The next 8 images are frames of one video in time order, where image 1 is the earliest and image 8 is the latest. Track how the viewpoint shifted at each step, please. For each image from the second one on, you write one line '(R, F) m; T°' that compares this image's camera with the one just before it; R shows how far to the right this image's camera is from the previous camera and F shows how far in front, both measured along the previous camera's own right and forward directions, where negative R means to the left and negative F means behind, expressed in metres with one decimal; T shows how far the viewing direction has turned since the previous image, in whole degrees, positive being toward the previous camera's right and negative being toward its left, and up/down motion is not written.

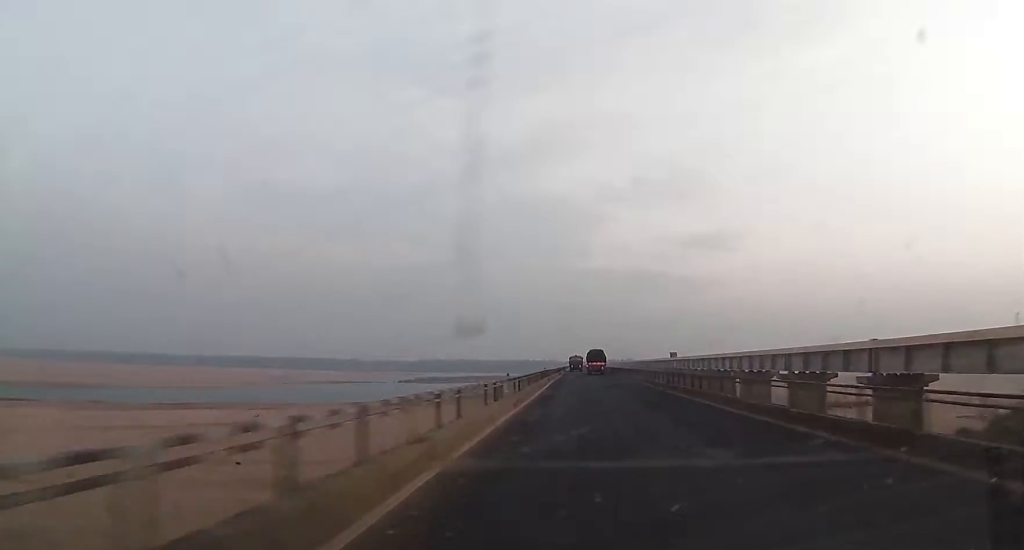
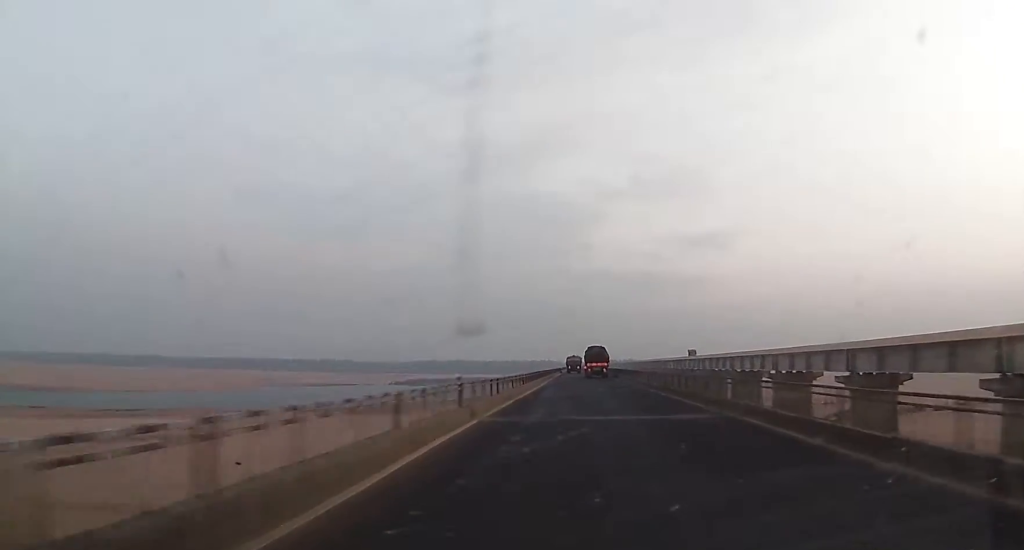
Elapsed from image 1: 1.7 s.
(+0.5, +39.9) m; +1°
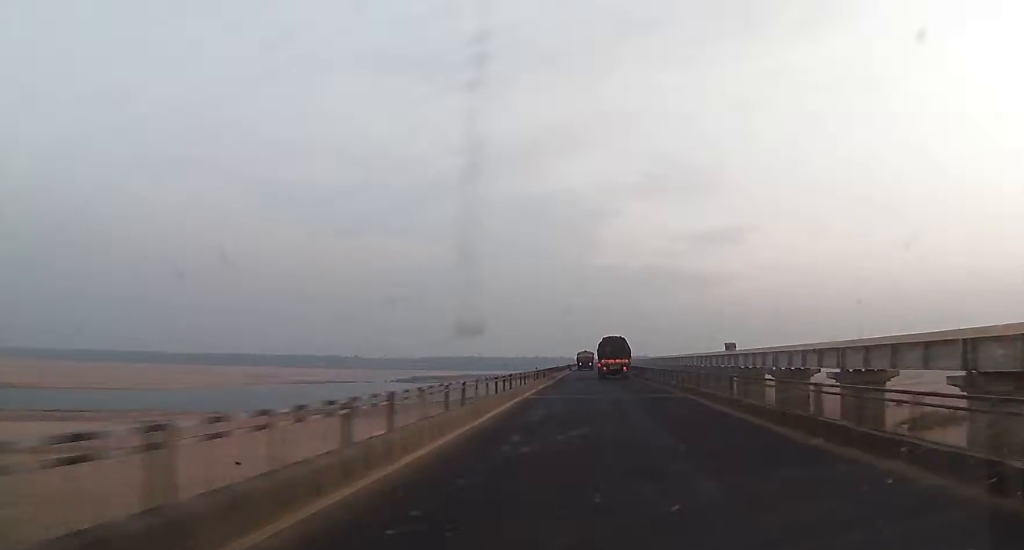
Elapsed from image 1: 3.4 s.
(-0.3, +38.7) m; 0°
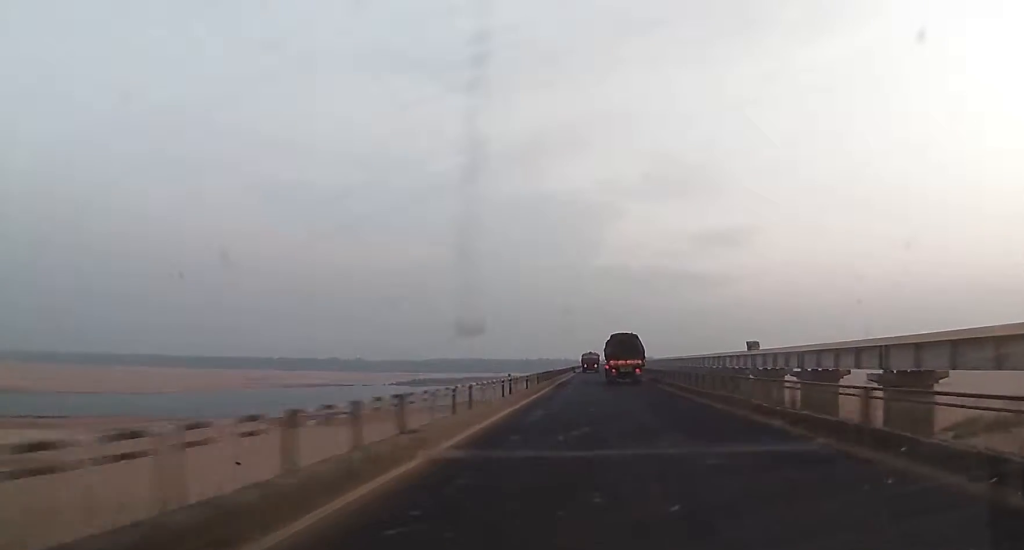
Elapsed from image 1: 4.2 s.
(0.0, +19.1) m; 0°
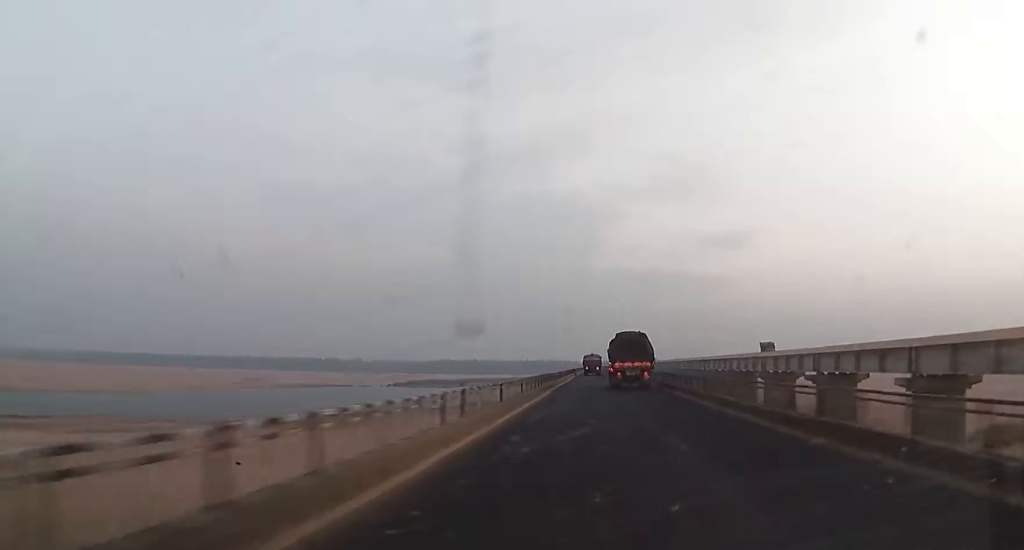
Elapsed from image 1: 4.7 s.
(+0.2, +11.3) m; 0°
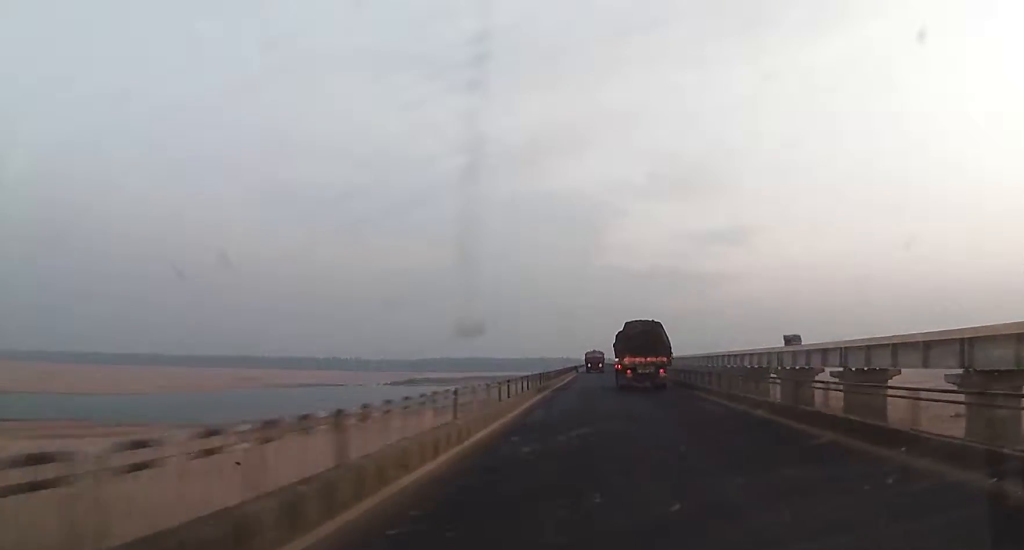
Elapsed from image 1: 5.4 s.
(-0.2, +16.3) m; -1°
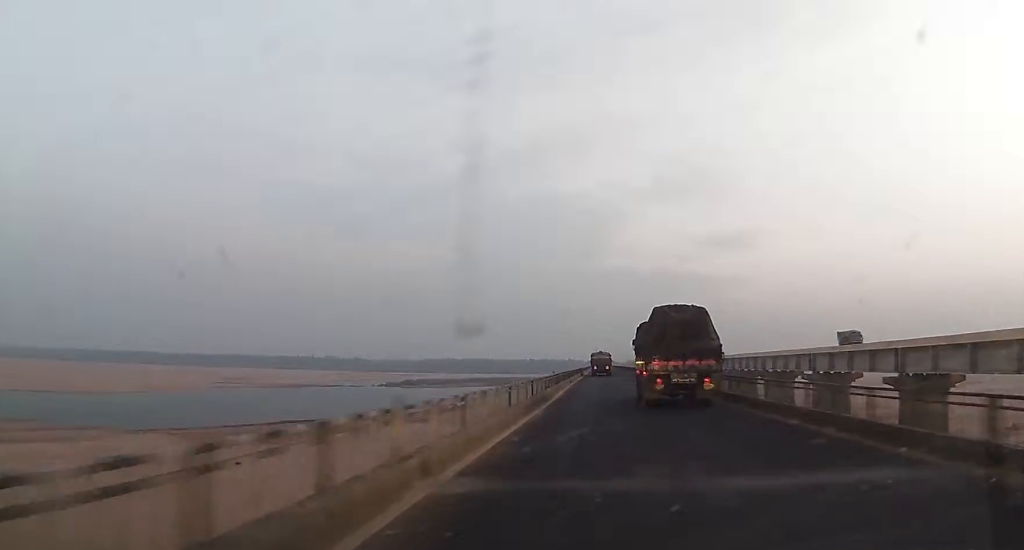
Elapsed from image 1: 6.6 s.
(-0.2, +25.6) m; 0°
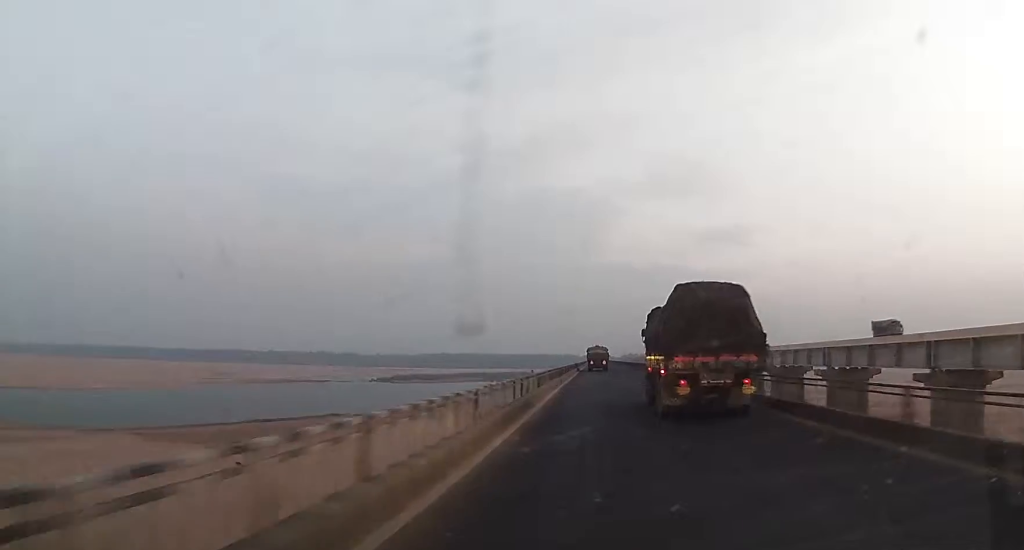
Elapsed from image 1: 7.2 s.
(+0.1, +13.6) m; 0°
